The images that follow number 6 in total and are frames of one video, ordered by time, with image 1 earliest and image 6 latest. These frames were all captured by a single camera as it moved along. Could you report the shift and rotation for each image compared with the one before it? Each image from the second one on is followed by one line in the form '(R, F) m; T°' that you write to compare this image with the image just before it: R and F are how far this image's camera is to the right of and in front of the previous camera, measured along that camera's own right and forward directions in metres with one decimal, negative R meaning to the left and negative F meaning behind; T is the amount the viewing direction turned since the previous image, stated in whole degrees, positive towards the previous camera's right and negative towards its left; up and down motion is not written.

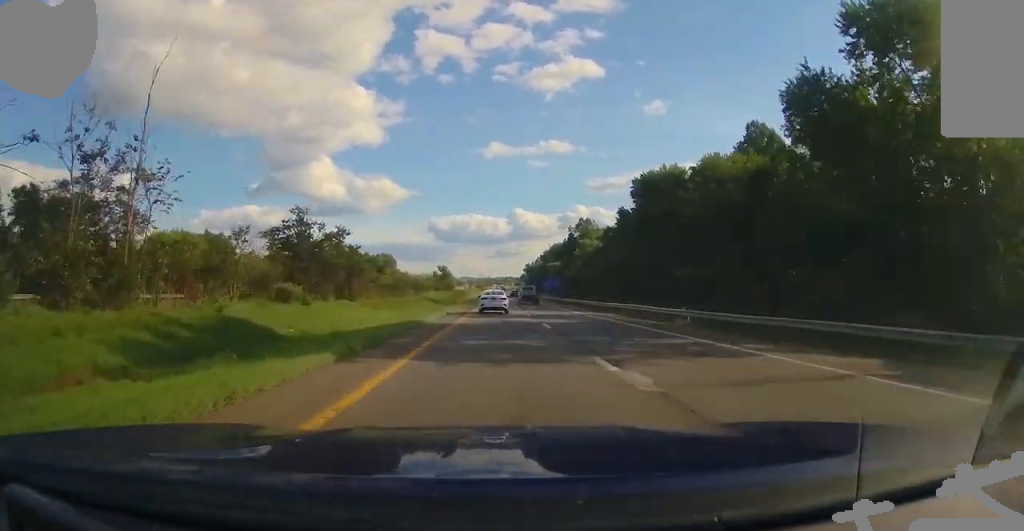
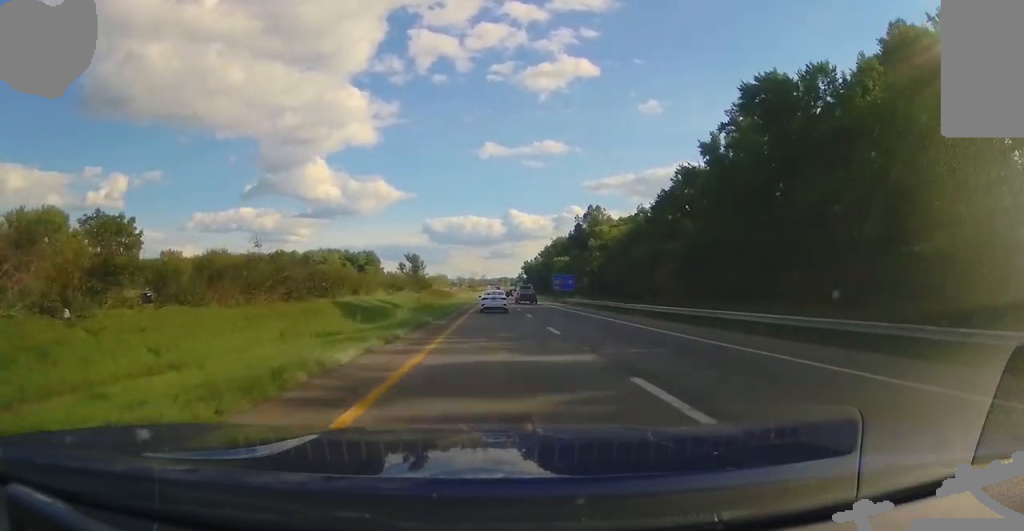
(0.0, +38.9) m; 0°
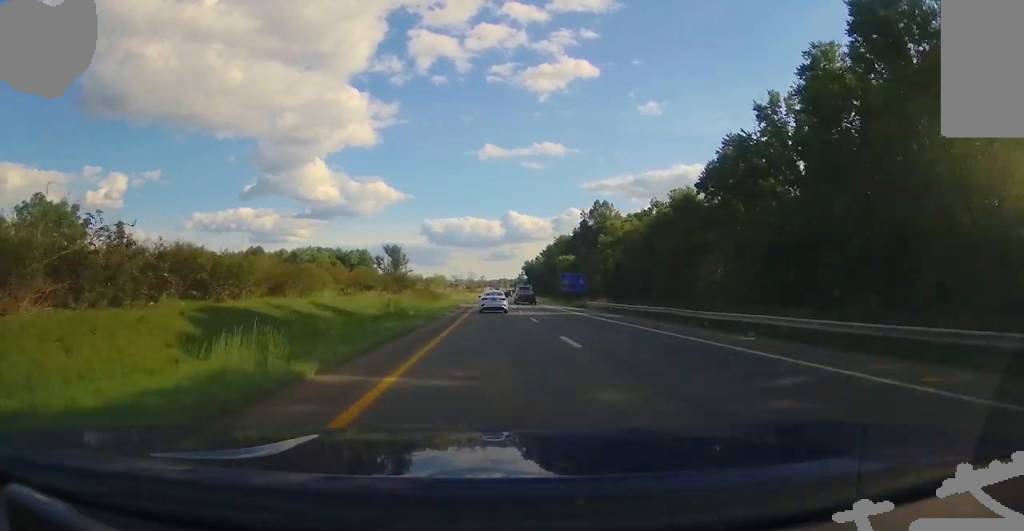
(0.0, +16.4) m; 0°
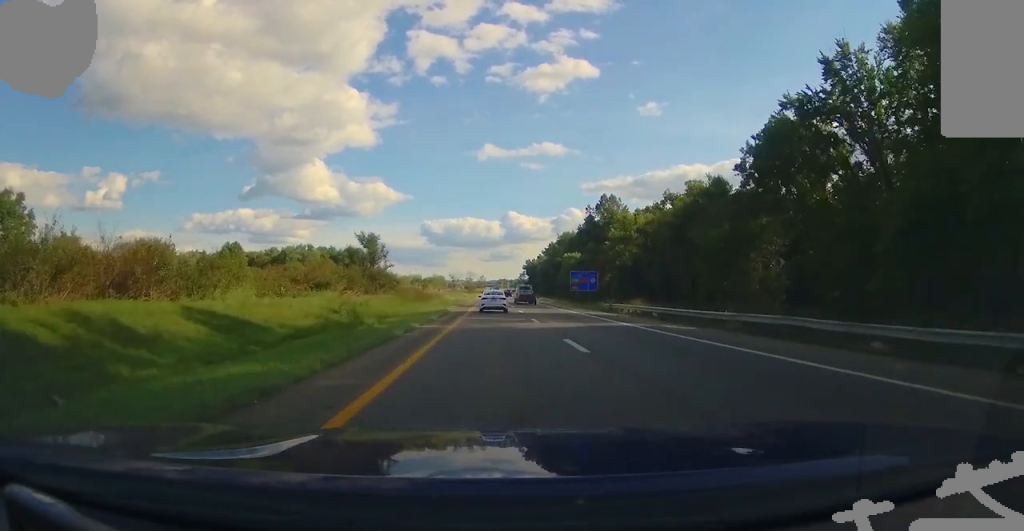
(0.0, +13.1) m; 0°
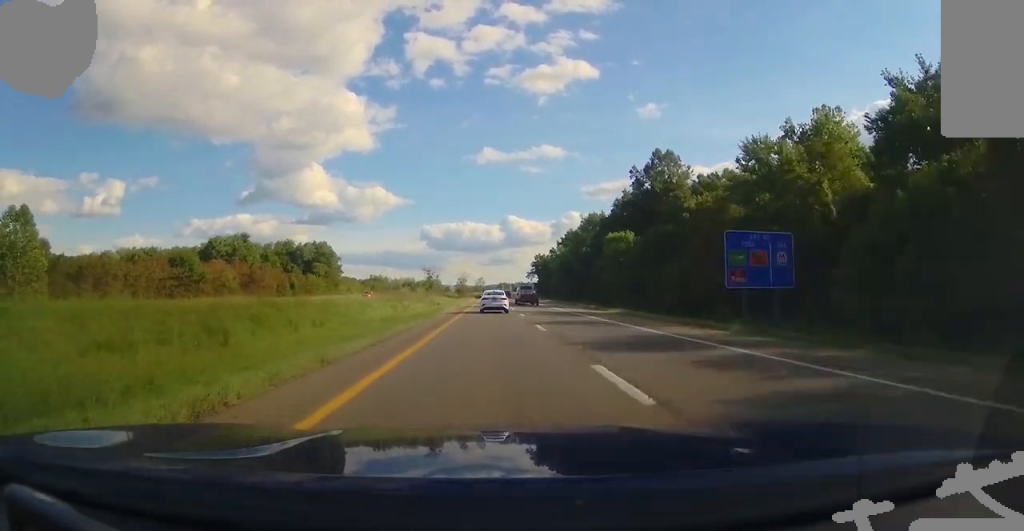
(-0.3, +66.9) m; 0°
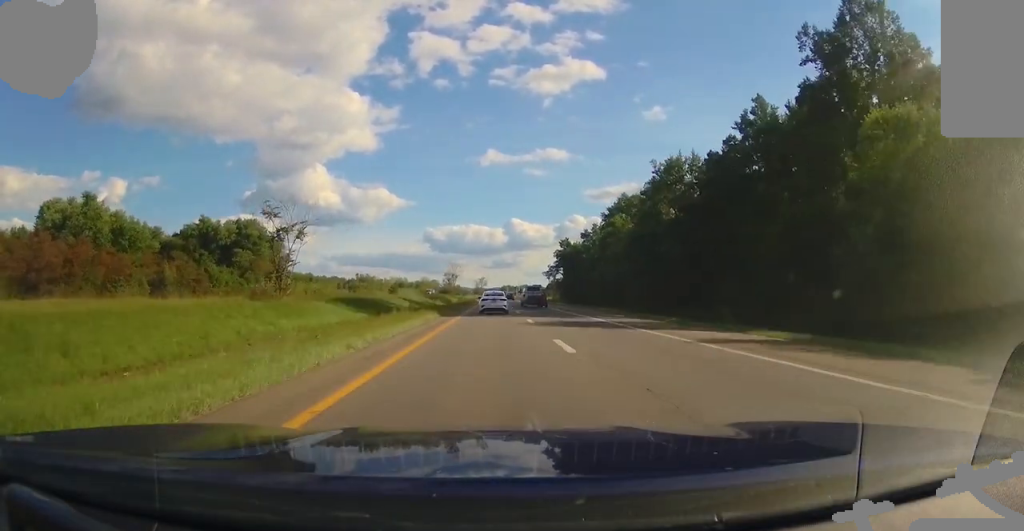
(-0.4, +80.6) m; -1°
